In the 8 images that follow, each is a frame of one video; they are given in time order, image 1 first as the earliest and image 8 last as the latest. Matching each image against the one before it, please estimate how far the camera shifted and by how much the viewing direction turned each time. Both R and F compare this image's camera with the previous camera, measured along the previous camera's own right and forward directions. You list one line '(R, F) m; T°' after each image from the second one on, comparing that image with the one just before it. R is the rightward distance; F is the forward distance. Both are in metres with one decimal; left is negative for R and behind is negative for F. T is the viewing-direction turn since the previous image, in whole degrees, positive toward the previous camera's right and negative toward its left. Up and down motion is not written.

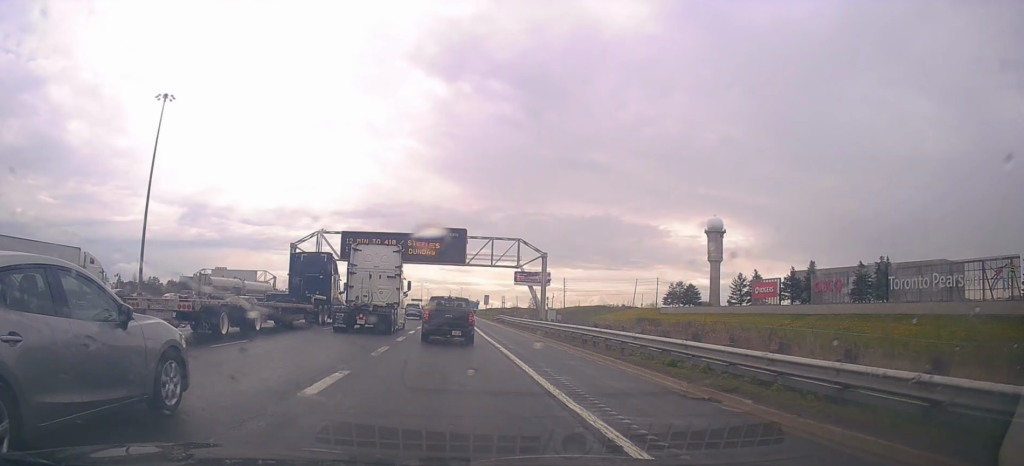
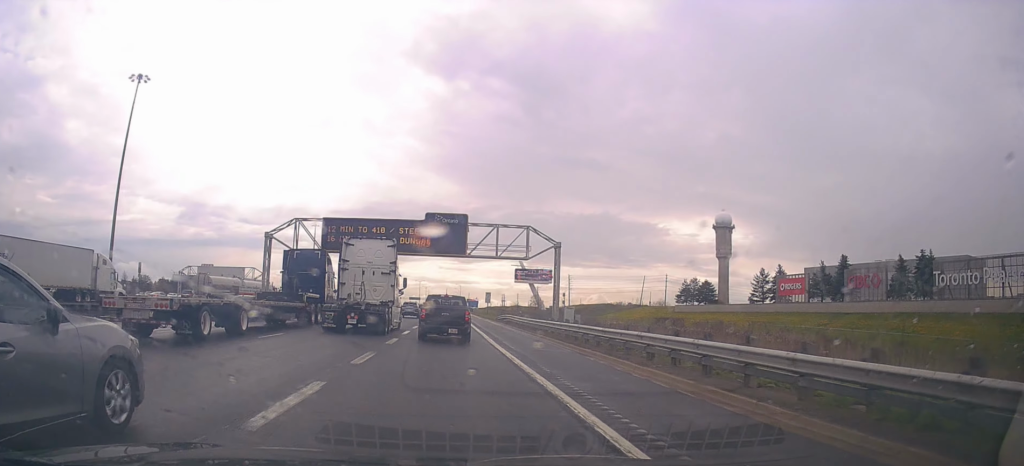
(-0.1, +7.9) m; 0°
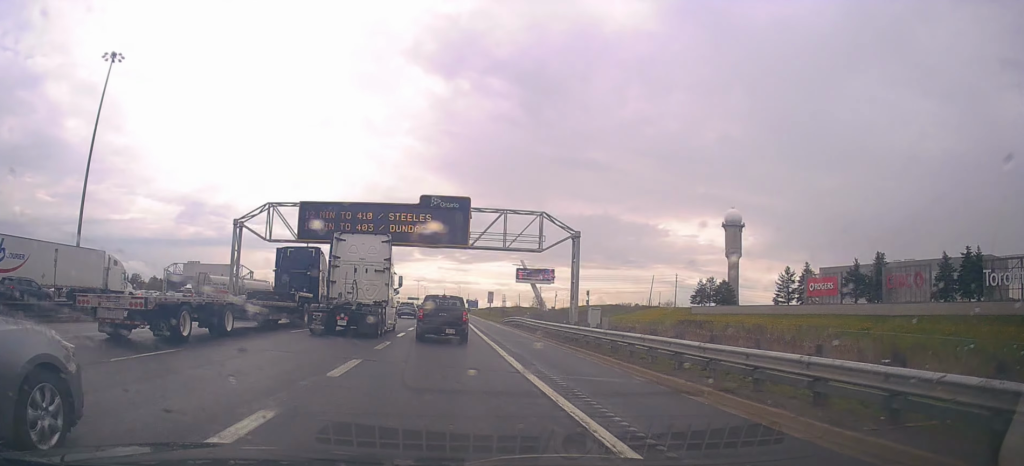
(+0.1, +8.1) m; +1°
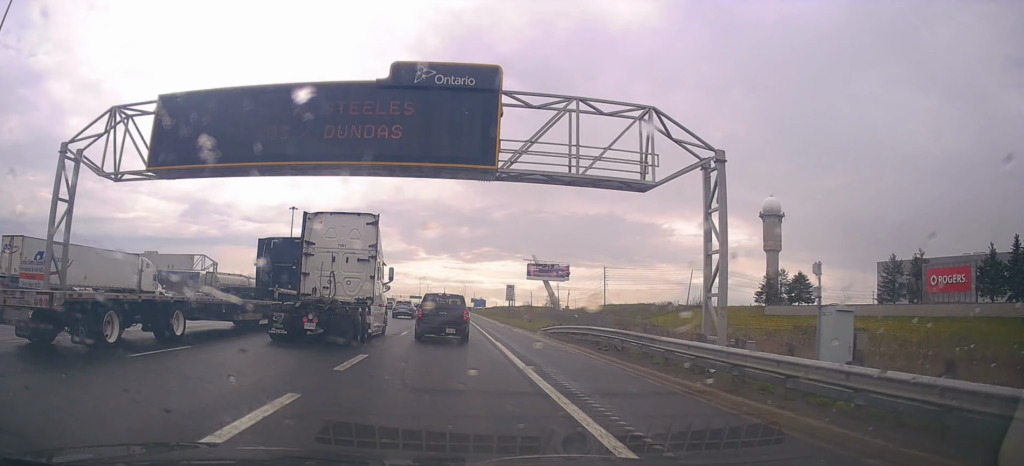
(0.0, +23.7) m; +1°
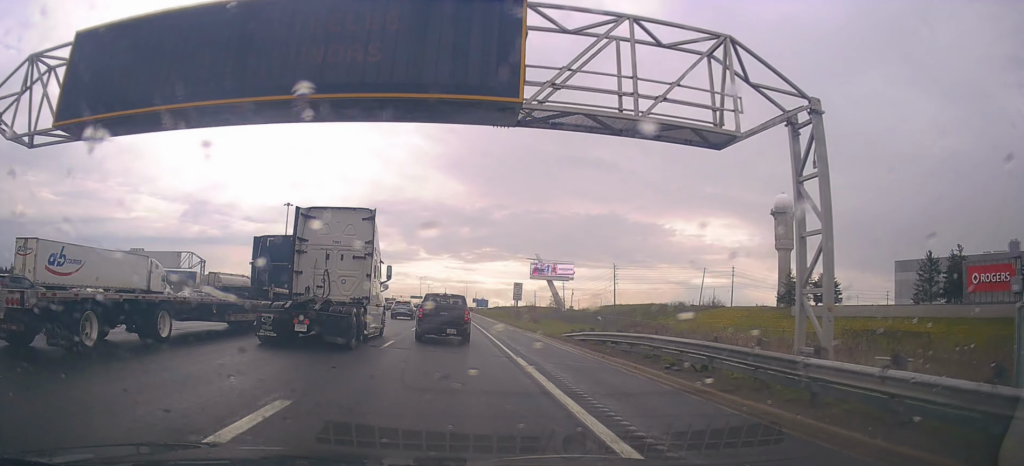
(0.0, +6.4) m; 0°
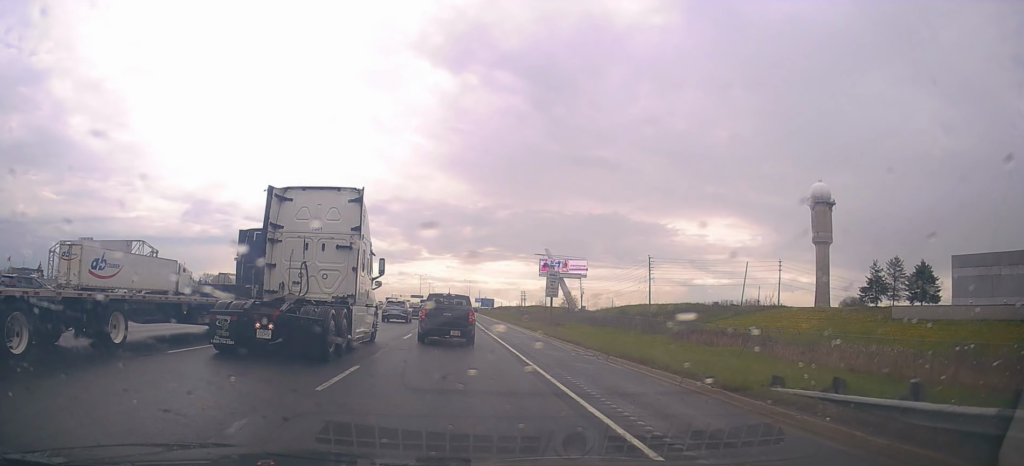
(-0.6, +20.1) m; -1°
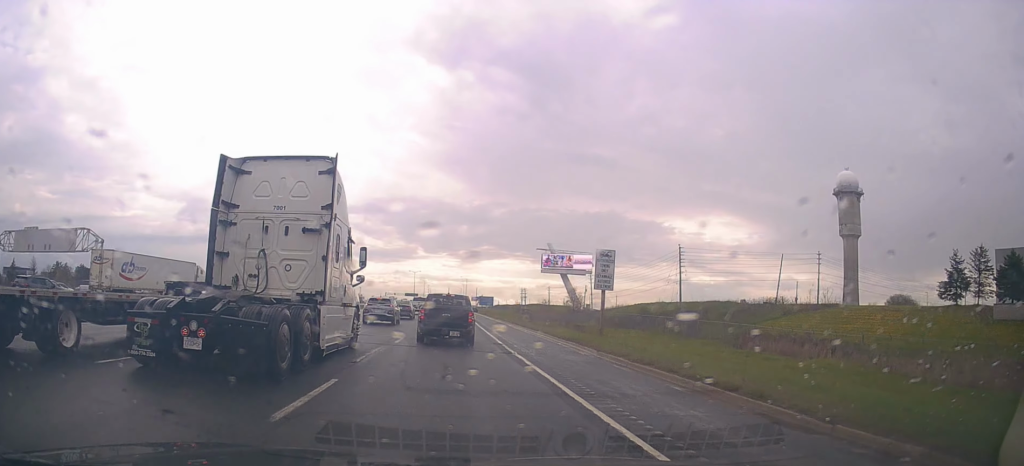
(+0.7, +15.5) m; +1°
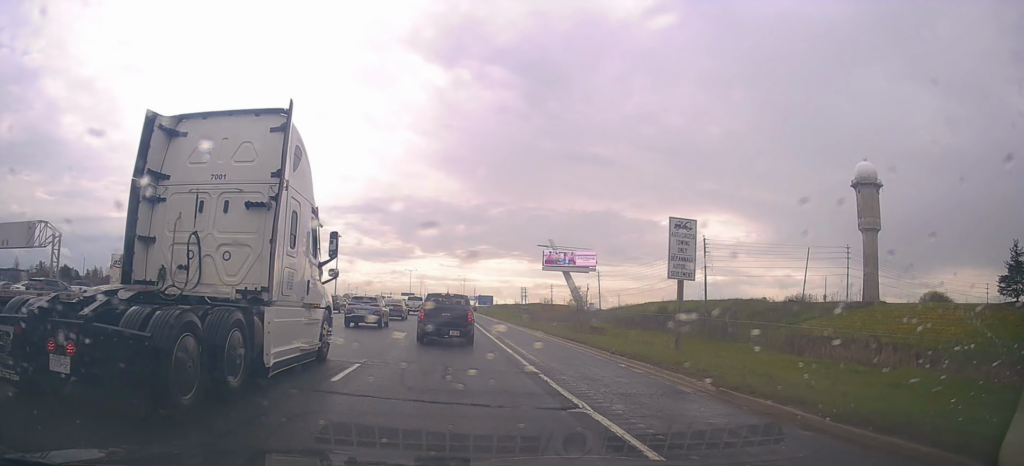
(-0.6, +10.1) m; -2°
